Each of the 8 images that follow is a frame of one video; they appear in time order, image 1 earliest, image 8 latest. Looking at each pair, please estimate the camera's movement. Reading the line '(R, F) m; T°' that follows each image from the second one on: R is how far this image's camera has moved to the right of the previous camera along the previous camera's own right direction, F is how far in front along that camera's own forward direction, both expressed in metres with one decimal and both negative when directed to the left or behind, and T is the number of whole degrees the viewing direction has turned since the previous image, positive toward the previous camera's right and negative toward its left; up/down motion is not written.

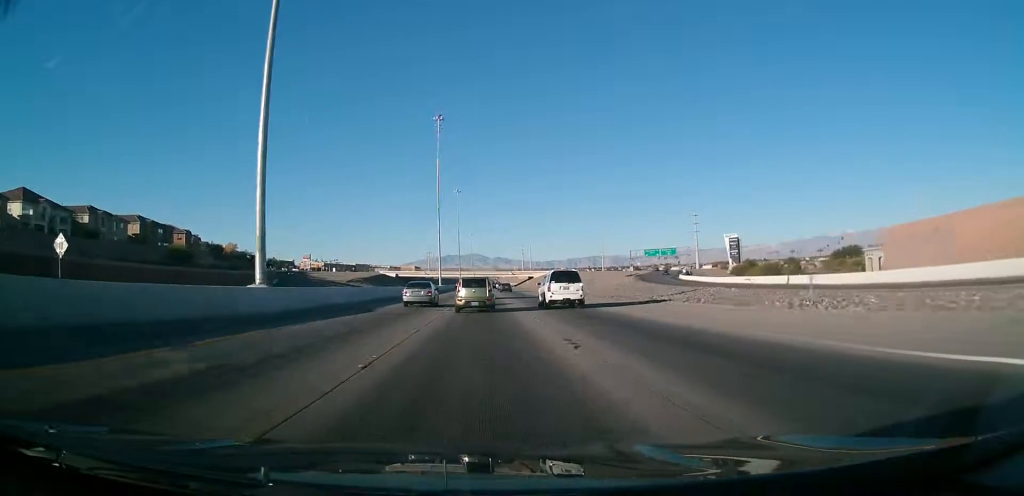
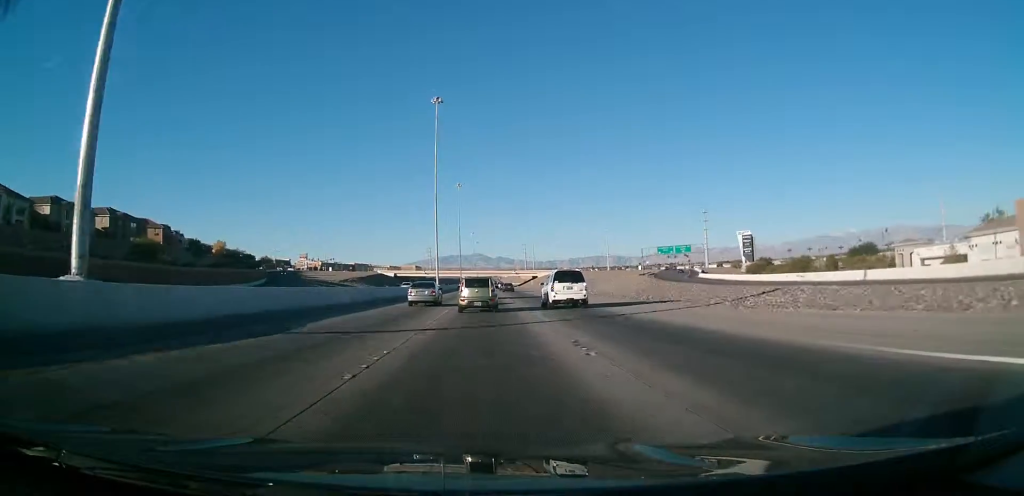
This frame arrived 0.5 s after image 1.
(+0.1, +13.6) m; -1°
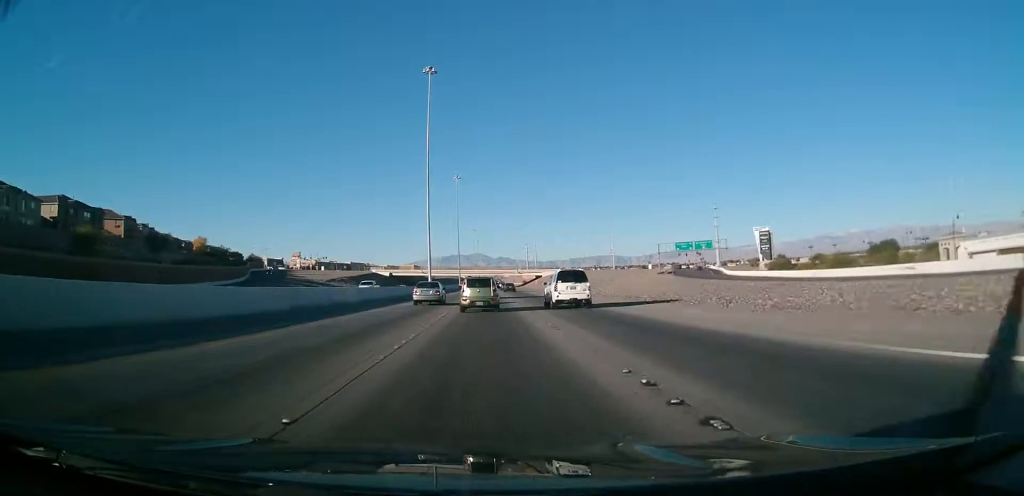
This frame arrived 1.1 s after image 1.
(-0.6, +18.4) m; -1°
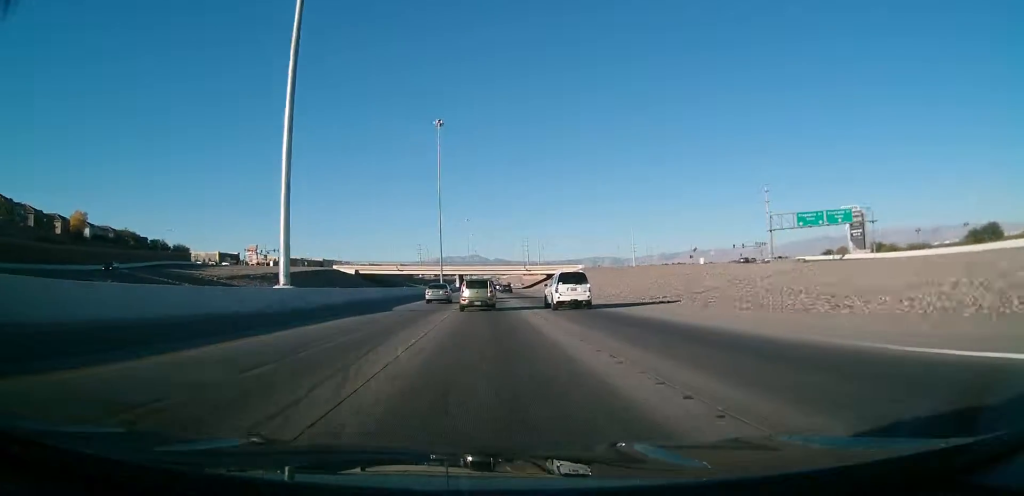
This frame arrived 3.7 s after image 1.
(+0.8, +75.9) m; +1°
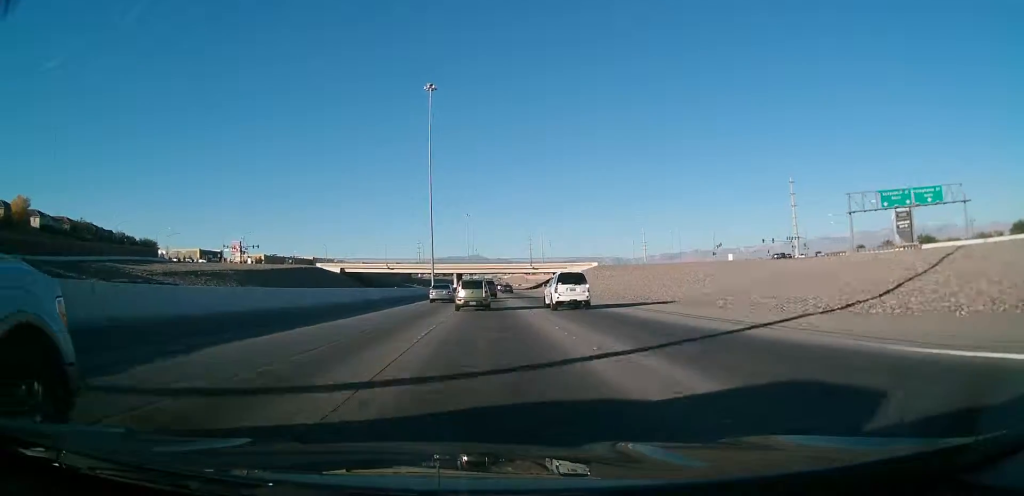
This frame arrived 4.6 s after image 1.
(0.0, +25.8) m; 0°
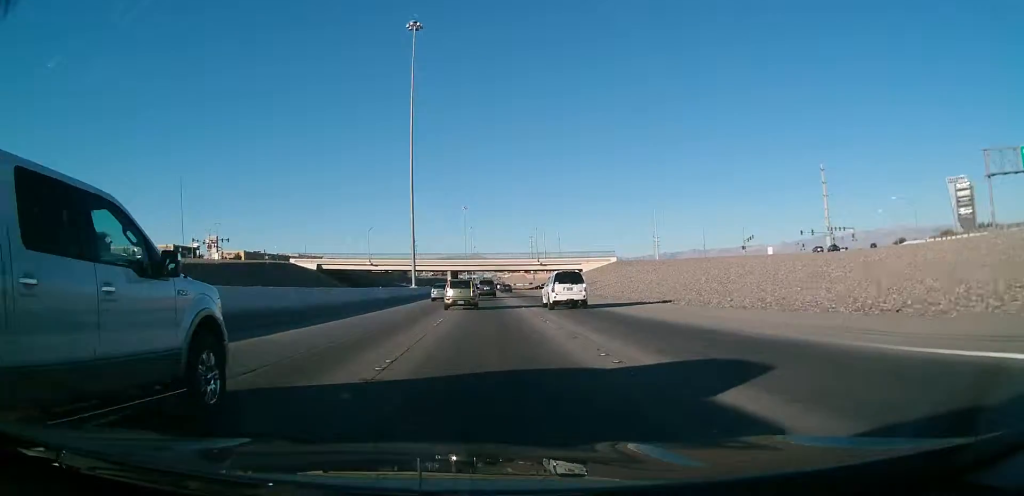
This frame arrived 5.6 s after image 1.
(0.0, +28.8) m; 0°
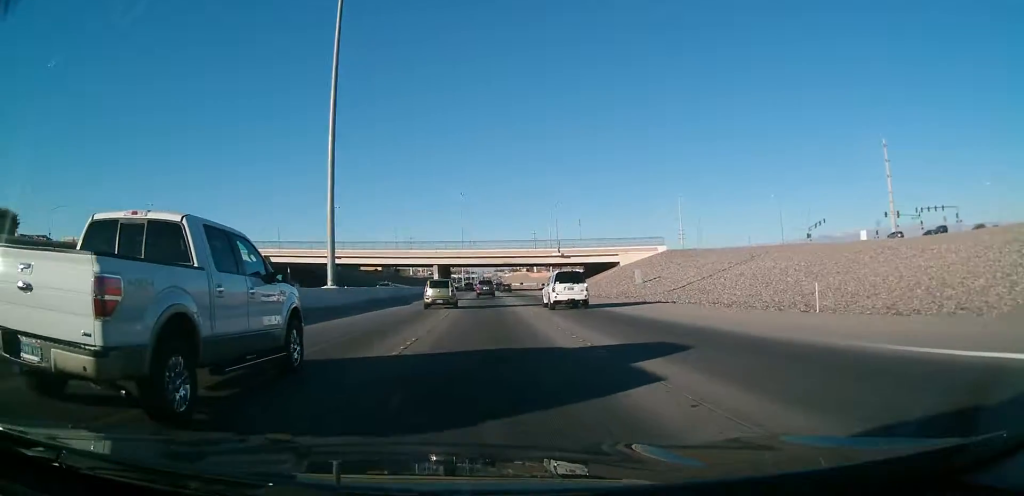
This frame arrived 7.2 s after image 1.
(+0.1, +44.7) m; -1°
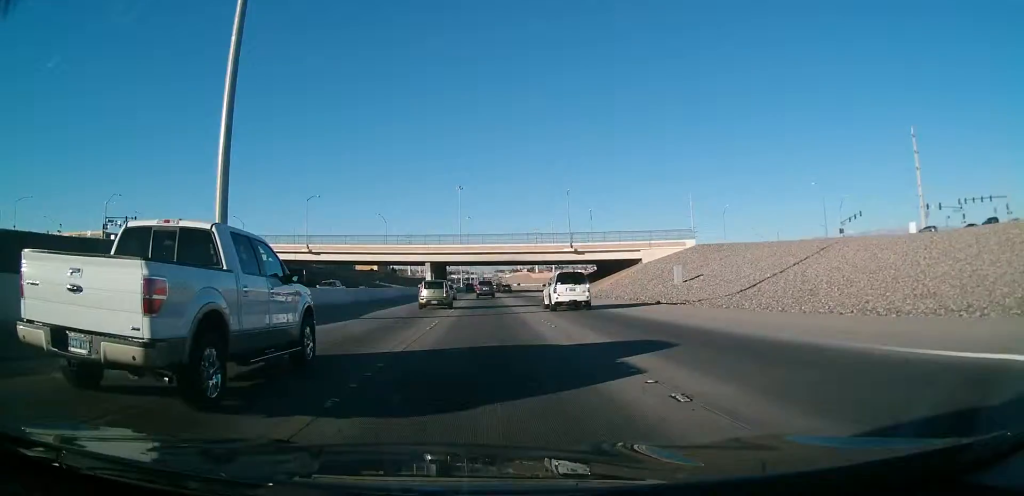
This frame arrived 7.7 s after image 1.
(-0.2, +16.8) m; 0°
